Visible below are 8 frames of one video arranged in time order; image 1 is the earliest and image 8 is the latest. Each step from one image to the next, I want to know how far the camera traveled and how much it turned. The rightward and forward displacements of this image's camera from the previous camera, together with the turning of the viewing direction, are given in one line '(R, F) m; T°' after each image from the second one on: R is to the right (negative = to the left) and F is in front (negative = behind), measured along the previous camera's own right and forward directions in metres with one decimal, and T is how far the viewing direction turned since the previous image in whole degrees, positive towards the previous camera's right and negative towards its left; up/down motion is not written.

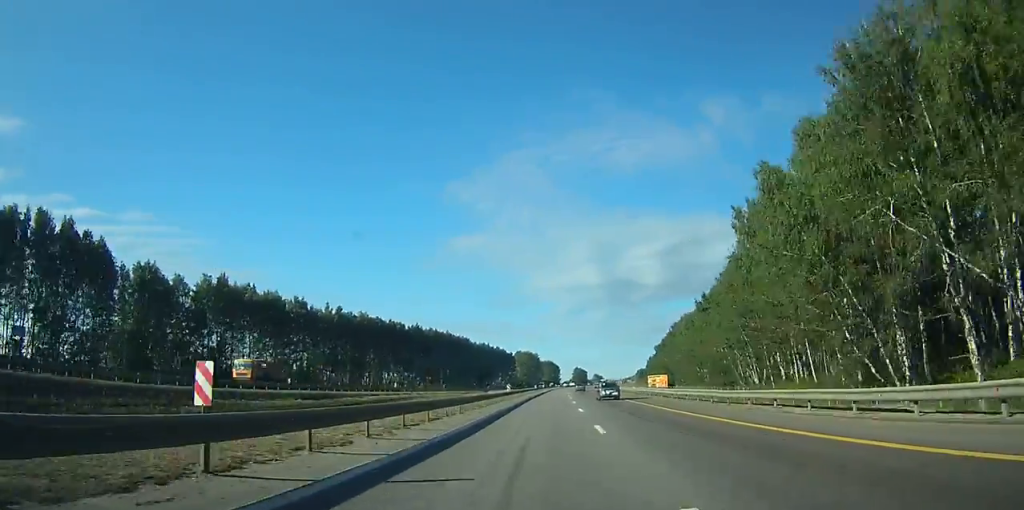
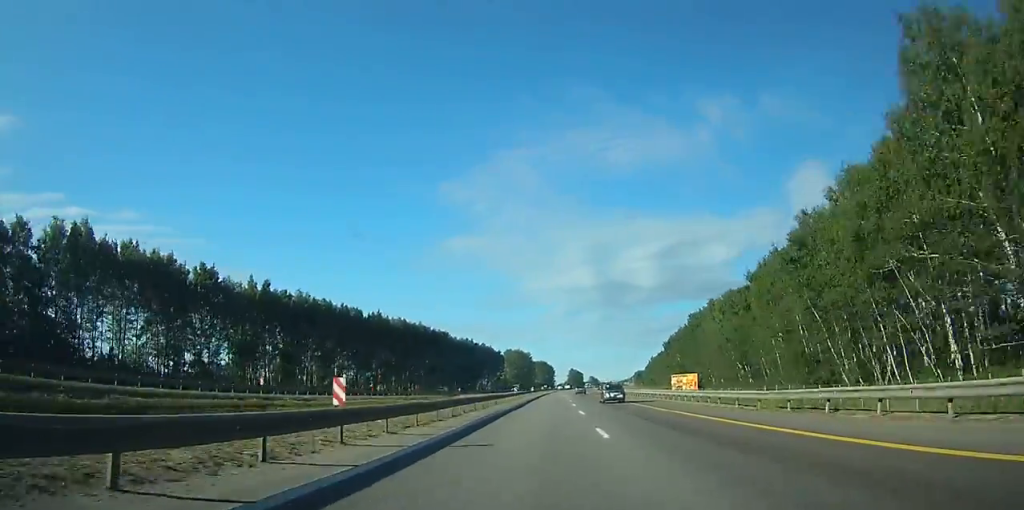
(+0.2, +39.0) m; +1°
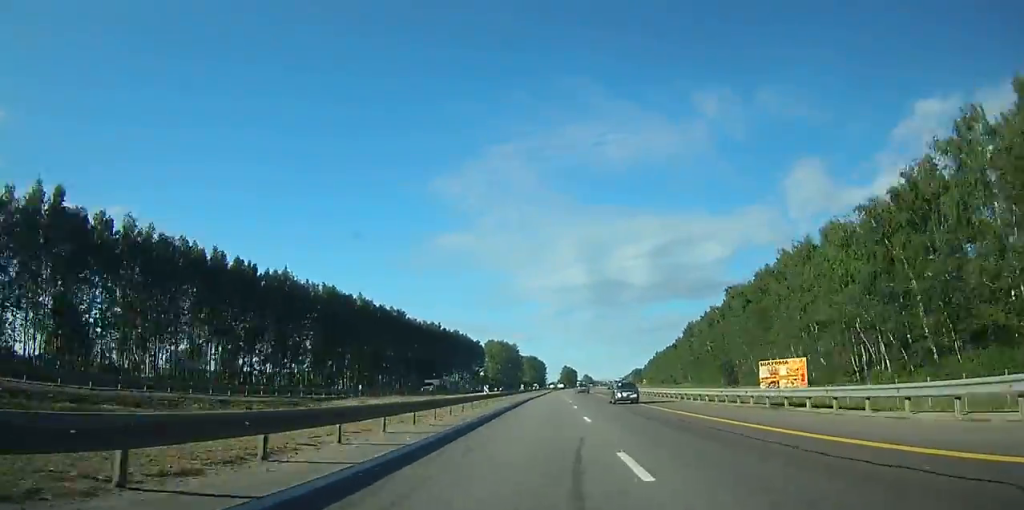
(+0.3, +55.8) m; +1°
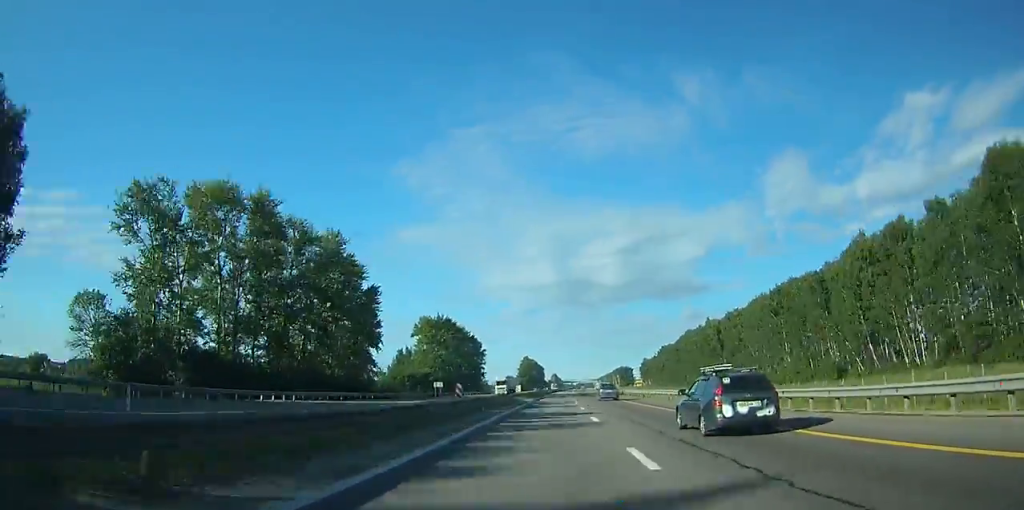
(+5.7, +203.0) m; +3°
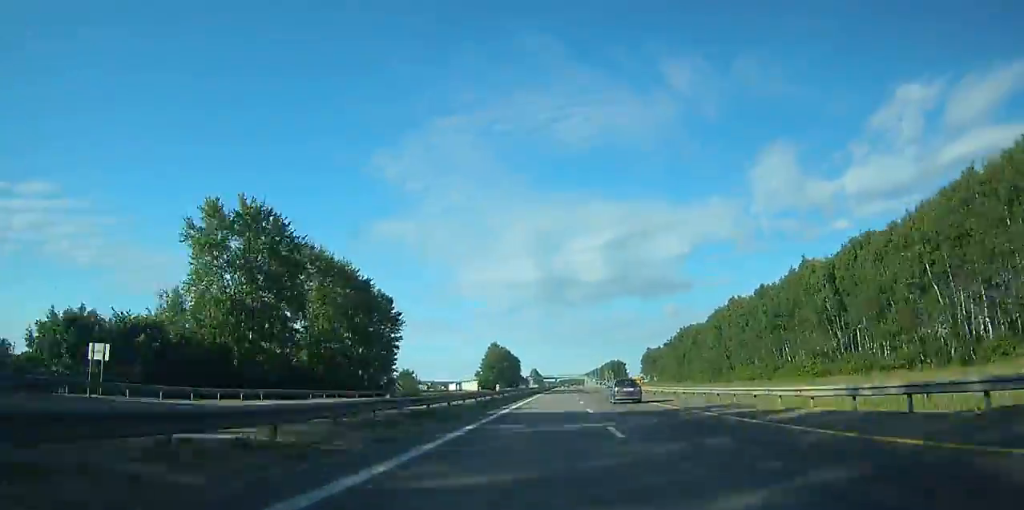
(+1.3, +88.5) m; +1°
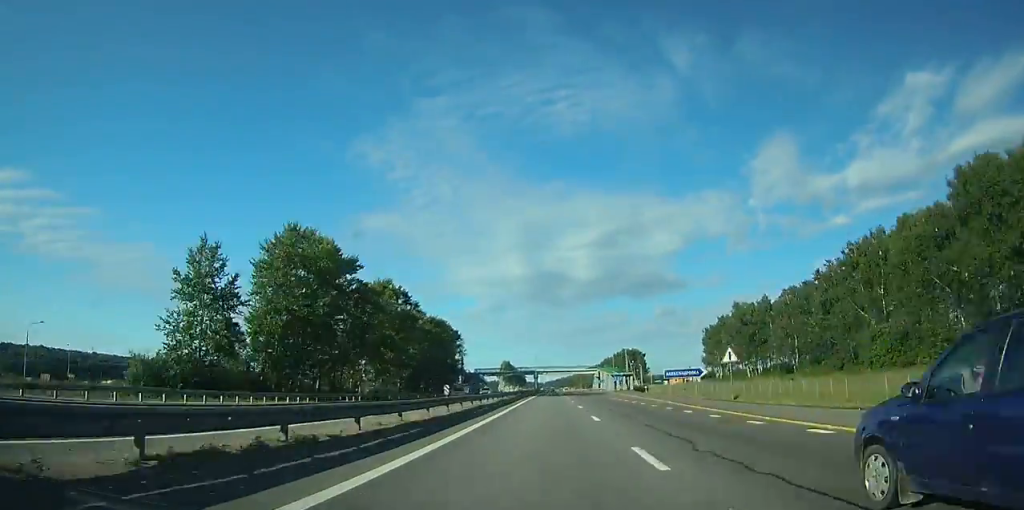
(+2.4, +174.4) m; +1°
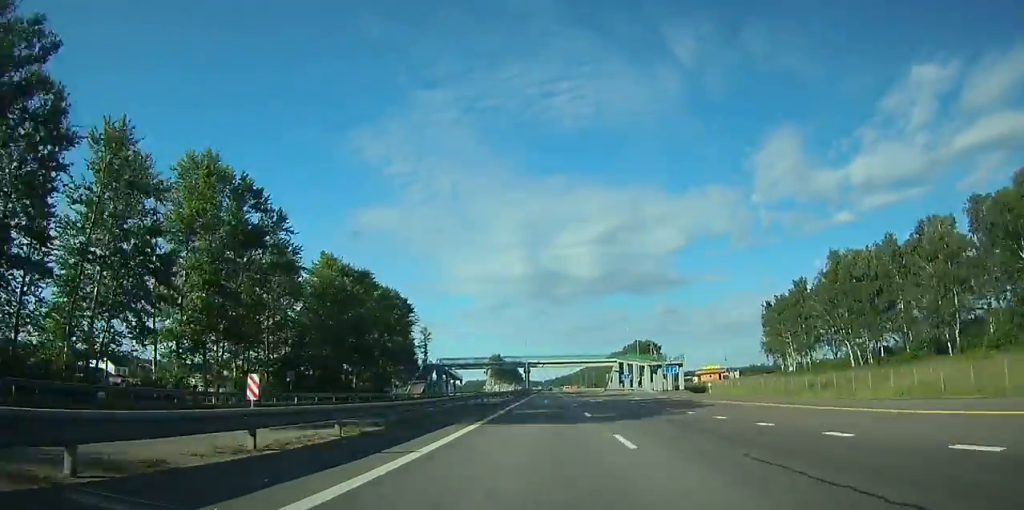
(+0.1, +56.1) m; 0°
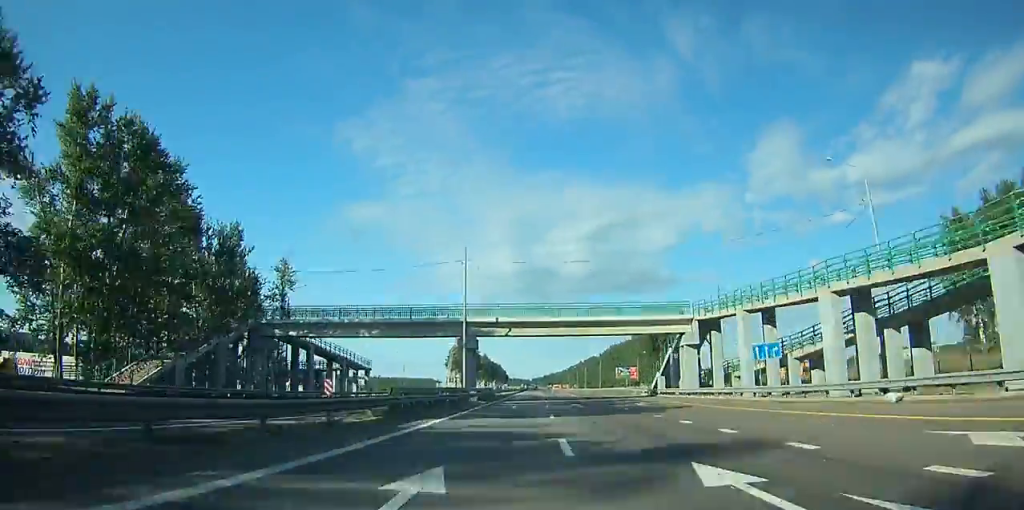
(+0.3, +70.6) m; 0°
